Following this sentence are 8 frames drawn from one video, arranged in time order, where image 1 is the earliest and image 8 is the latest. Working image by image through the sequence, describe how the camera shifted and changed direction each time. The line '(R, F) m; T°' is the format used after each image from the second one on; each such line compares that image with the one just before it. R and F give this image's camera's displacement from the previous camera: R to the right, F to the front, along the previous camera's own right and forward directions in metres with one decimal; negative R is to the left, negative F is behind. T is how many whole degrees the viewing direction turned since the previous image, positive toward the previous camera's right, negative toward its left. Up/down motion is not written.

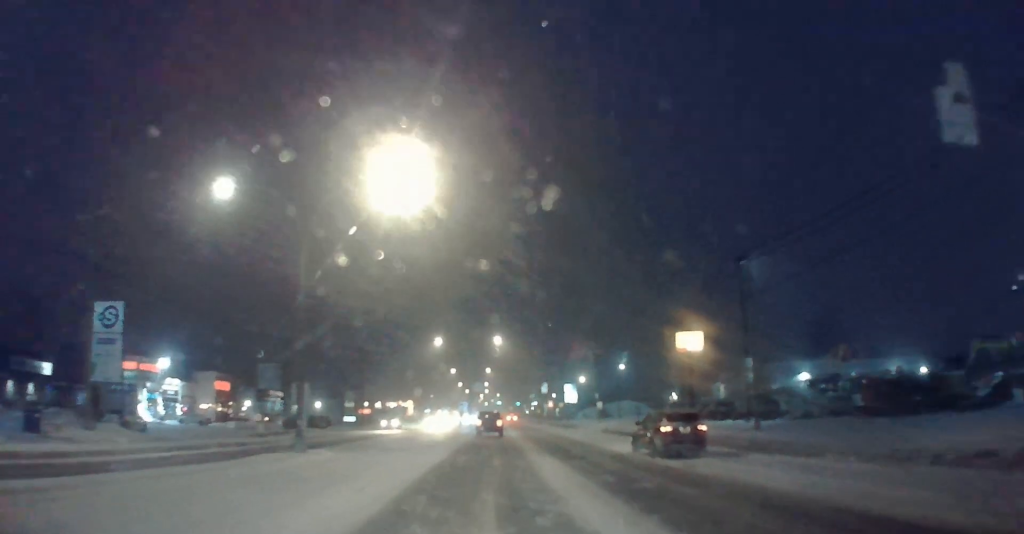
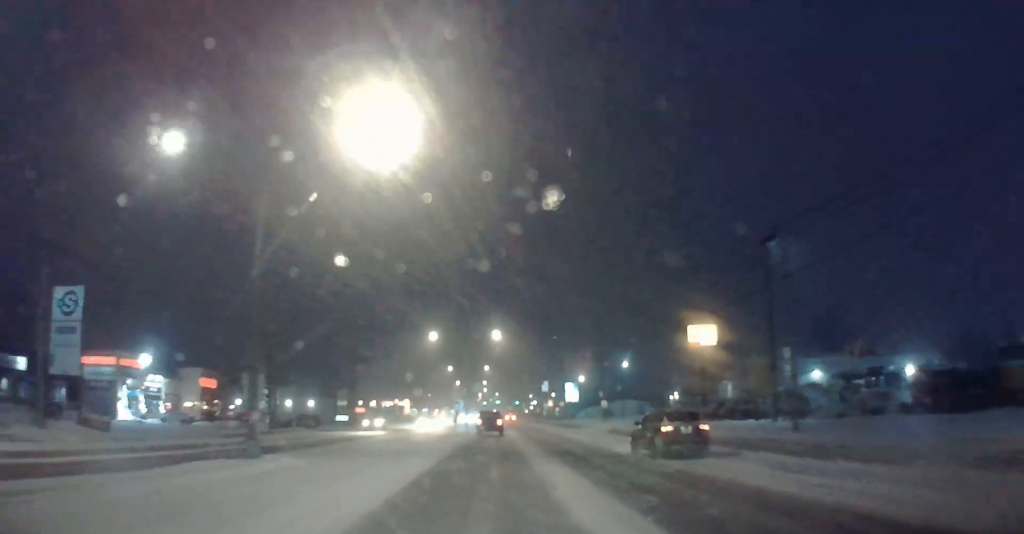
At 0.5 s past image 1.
(-0.5, +4.0) m; 0°
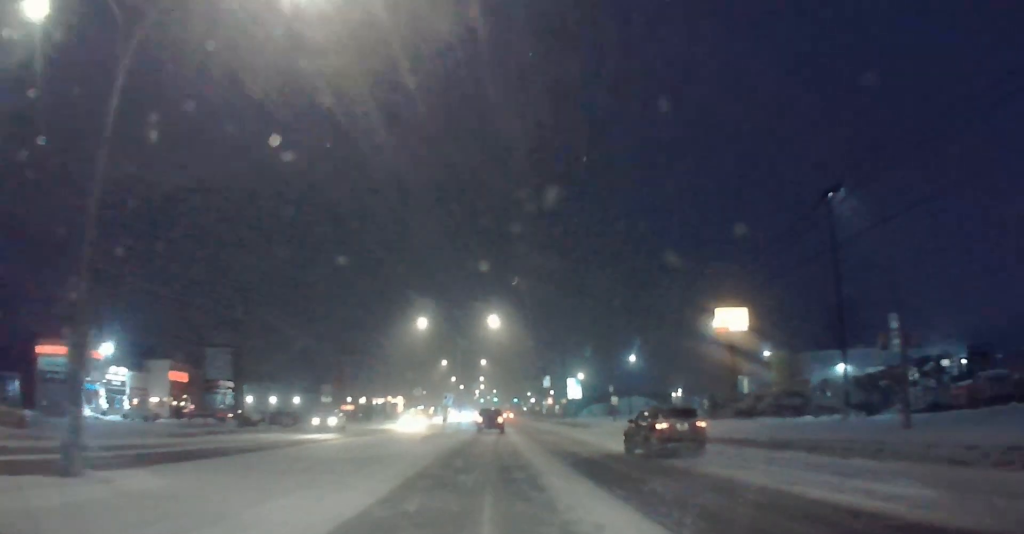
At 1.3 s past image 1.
(+0.1, +7.9) m; +3°
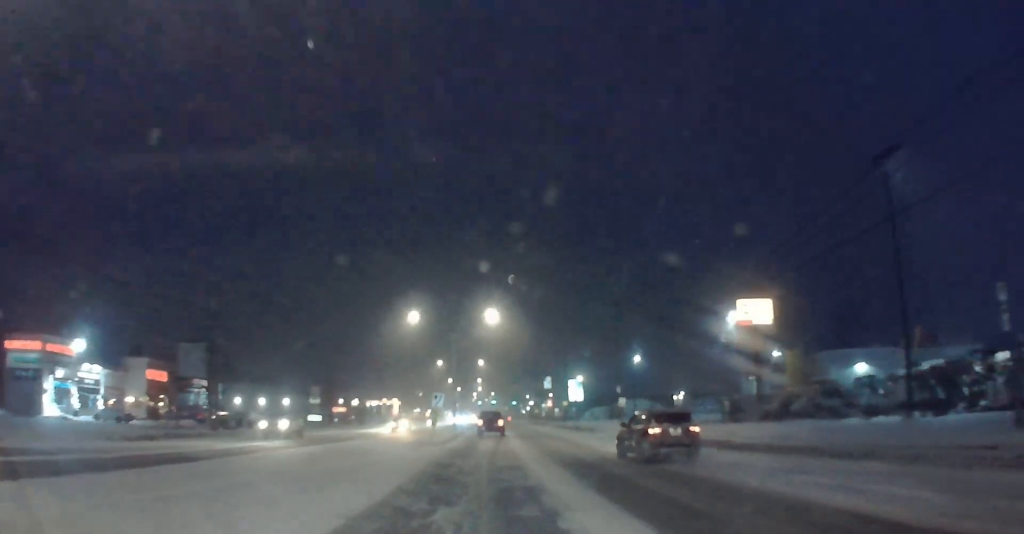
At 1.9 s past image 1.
(+0.3, +5.1) m; +3°
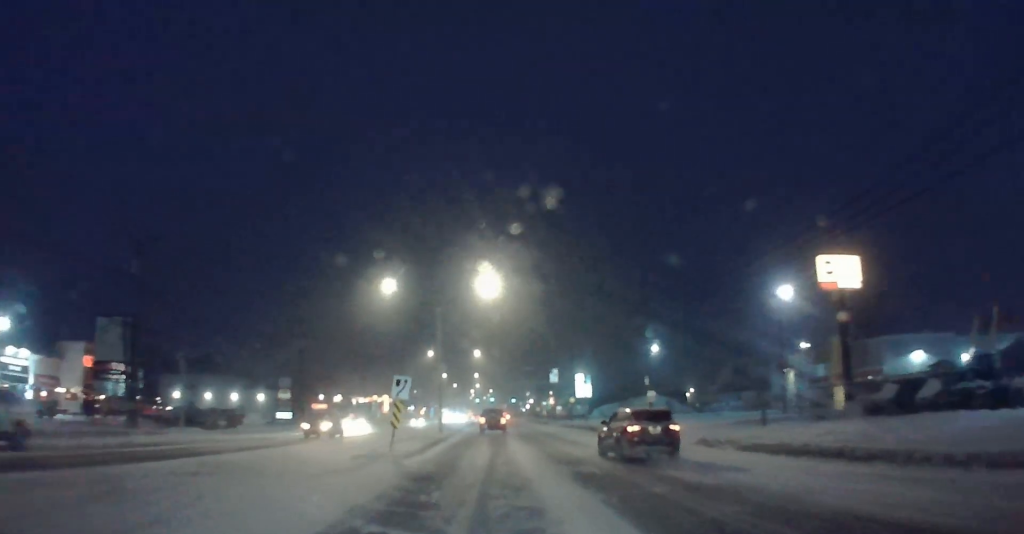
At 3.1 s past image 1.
(-0.1, +12.5) m; -1°
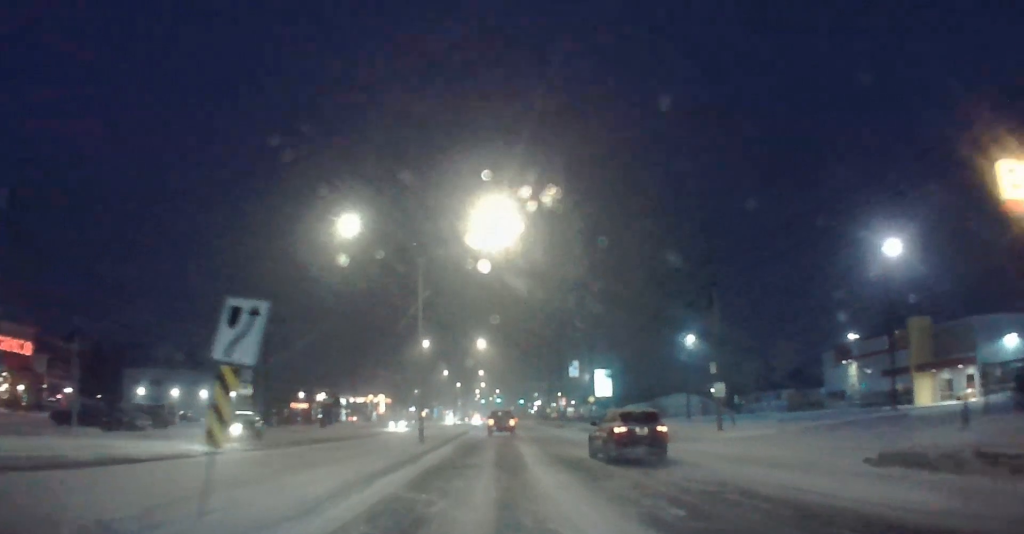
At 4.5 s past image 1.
(-0.1, +15.2) m; 0°
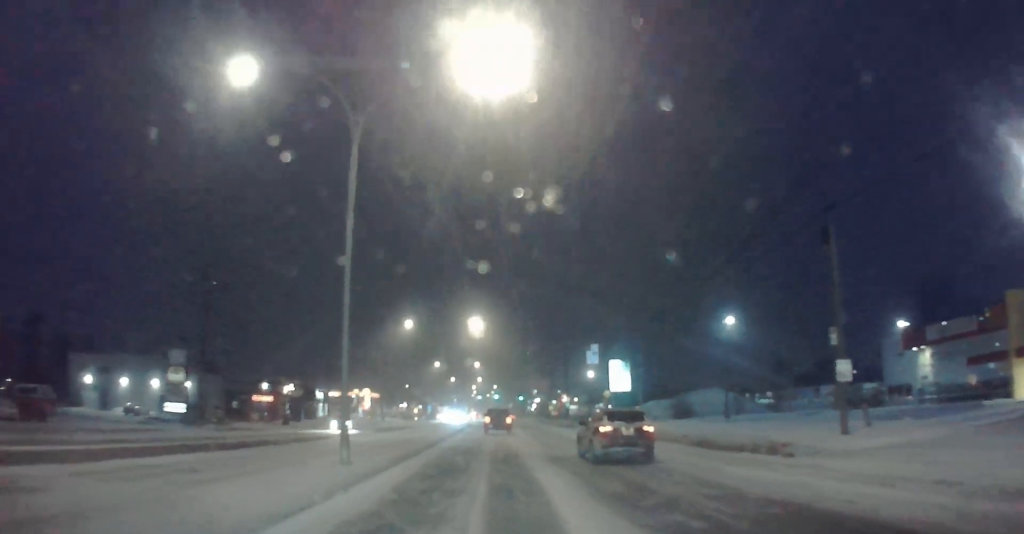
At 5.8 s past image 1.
(0.0, +14.2) m; +1°
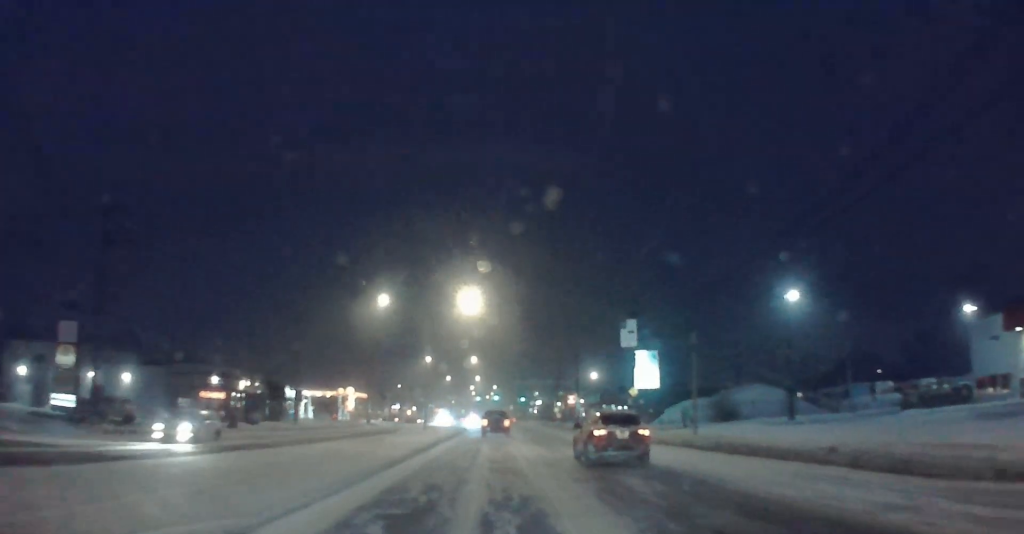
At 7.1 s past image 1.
(+0.2, +14.5) m; +1°
